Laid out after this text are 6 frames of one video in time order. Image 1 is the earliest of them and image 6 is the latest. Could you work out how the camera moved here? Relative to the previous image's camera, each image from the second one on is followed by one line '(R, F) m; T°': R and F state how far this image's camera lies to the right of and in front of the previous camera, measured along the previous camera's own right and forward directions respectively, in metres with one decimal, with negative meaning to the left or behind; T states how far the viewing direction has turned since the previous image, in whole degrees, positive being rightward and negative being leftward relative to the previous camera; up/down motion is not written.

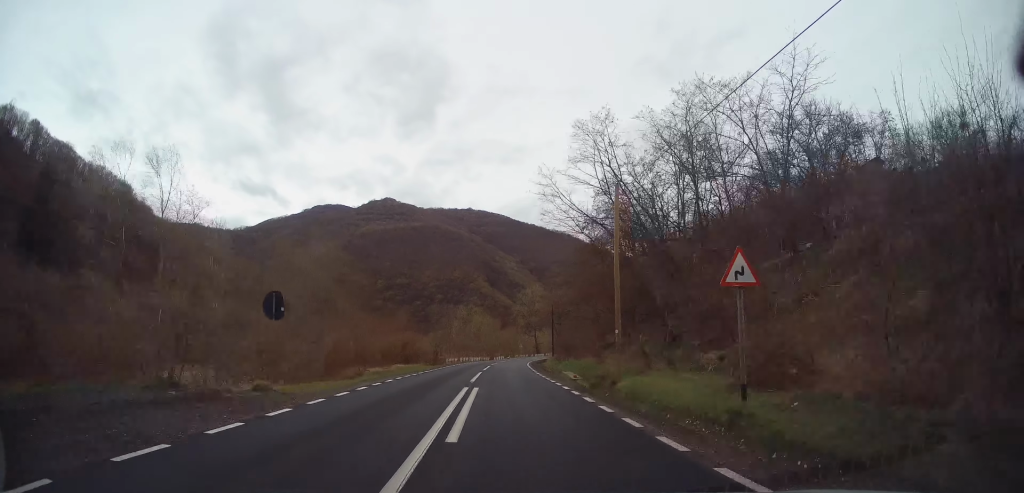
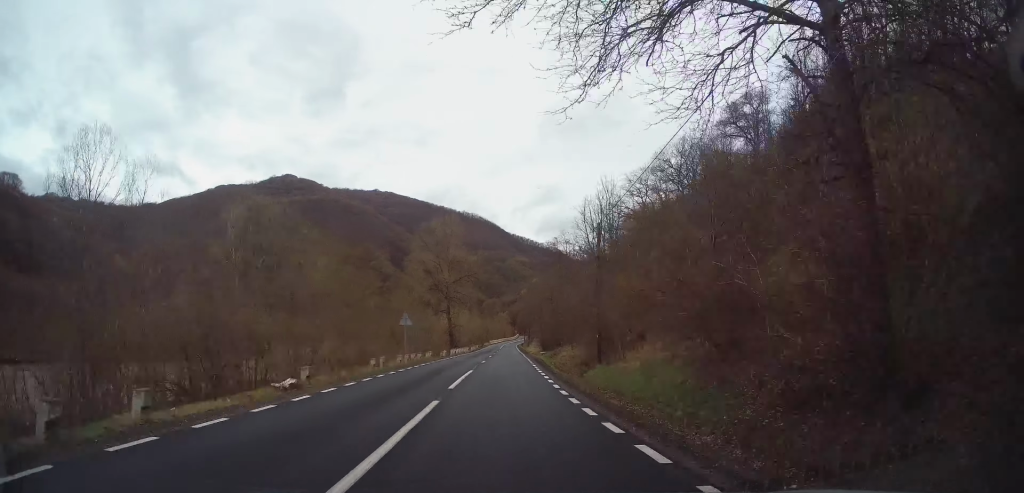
(+6.2, +87.2) m; +9°
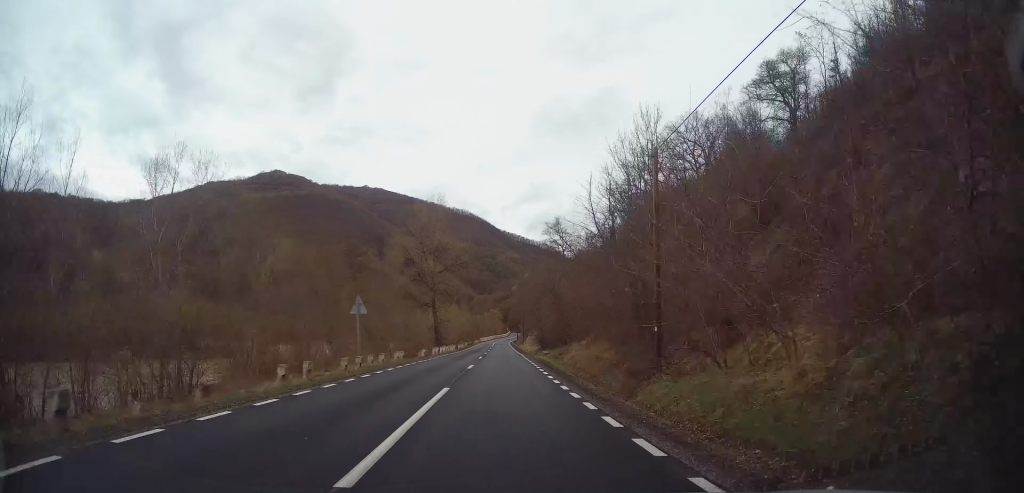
(0.0, +9.9) m; +1°
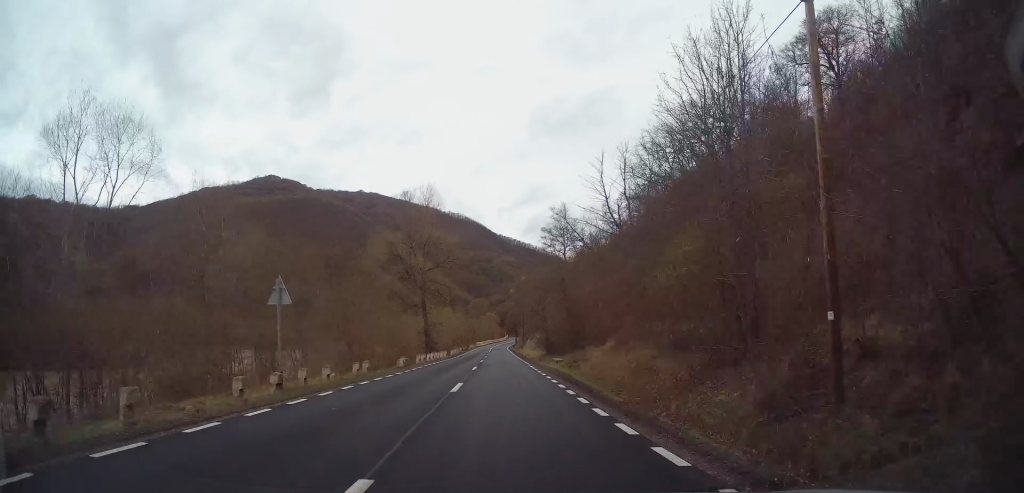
(0.0, +8.5) m; 0°
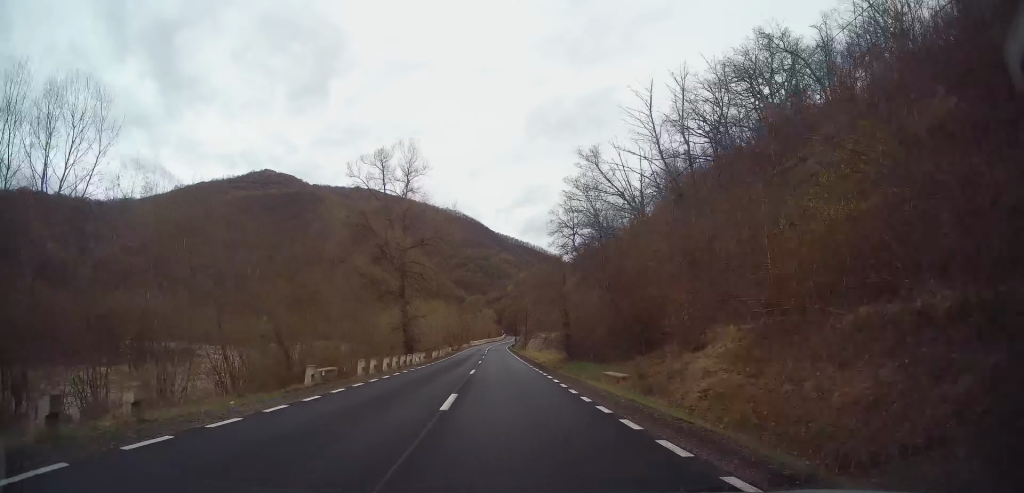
(+0.3, +15.8) m; +1°
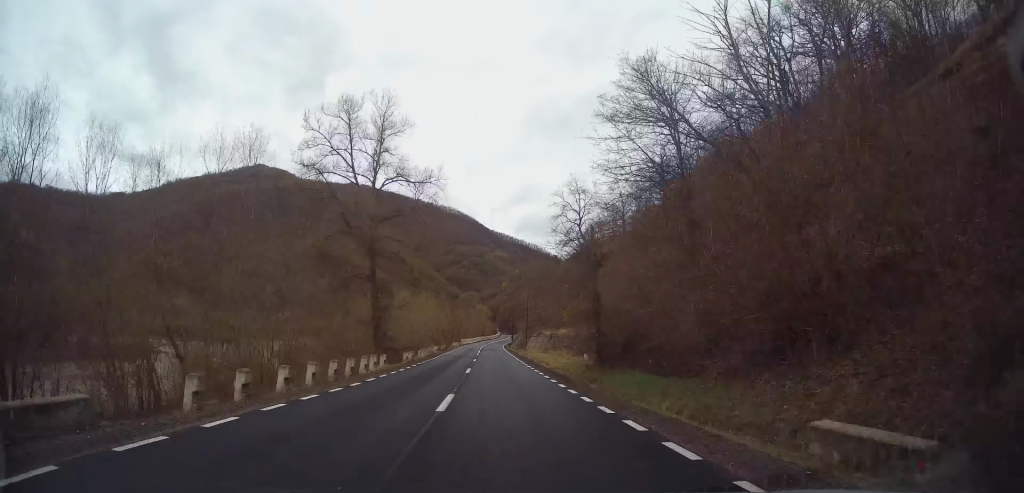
(+0.1, +12.3) m; 0°
